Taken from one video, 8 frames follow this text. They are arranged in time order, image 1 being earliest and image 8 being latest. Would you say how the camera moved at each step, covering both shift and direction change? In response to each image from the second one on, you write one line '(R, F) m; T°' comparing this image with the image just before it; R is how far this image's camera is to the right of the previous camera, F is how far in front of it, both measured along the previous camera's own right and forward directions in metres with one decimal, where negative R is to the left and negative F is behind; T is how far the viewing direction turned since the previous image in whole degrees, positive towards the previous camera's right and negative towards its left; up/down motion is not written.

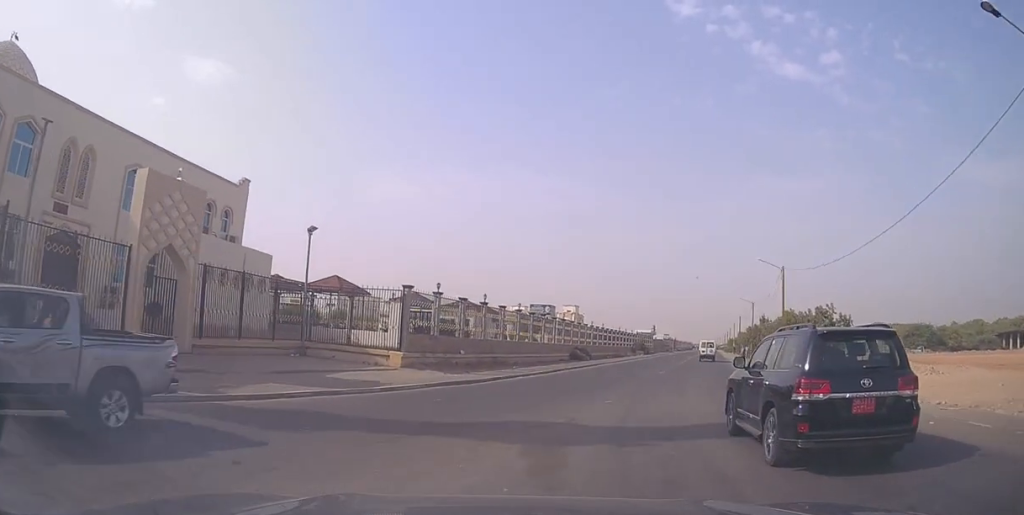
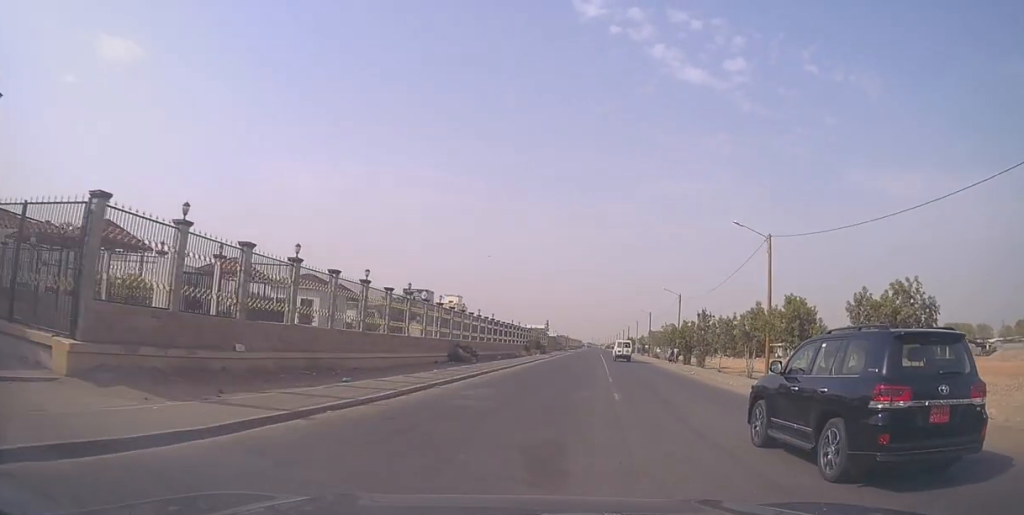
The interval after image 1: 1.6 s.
(+0.8, +14.3) m; +6°
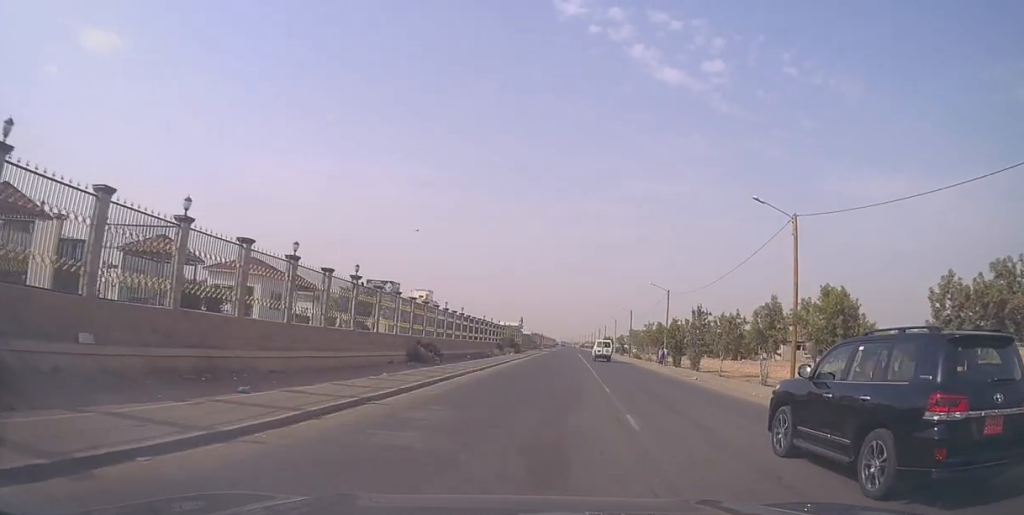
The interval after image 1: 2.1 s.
(+0.1, +6.0) m; +2°
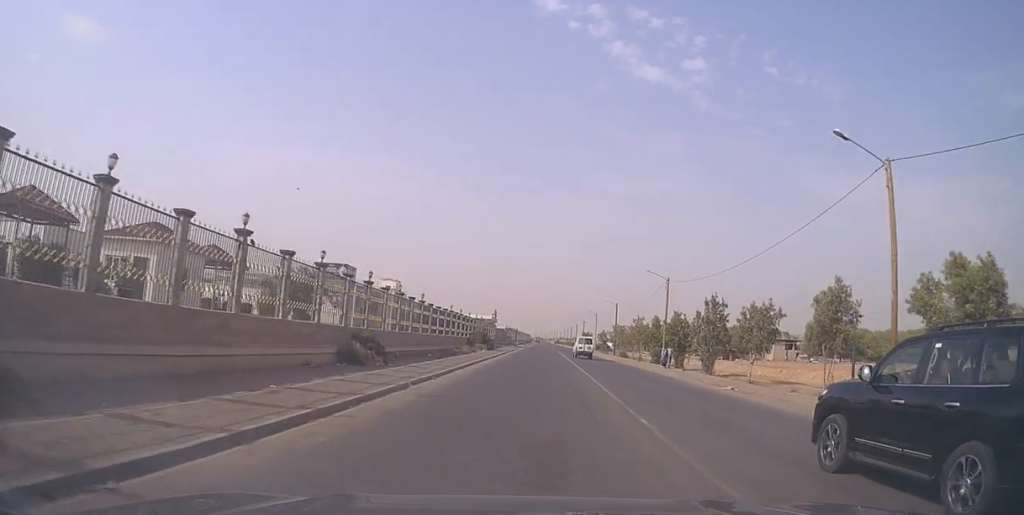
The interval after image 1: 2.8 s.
(+0.4, +9.3) m; +3°
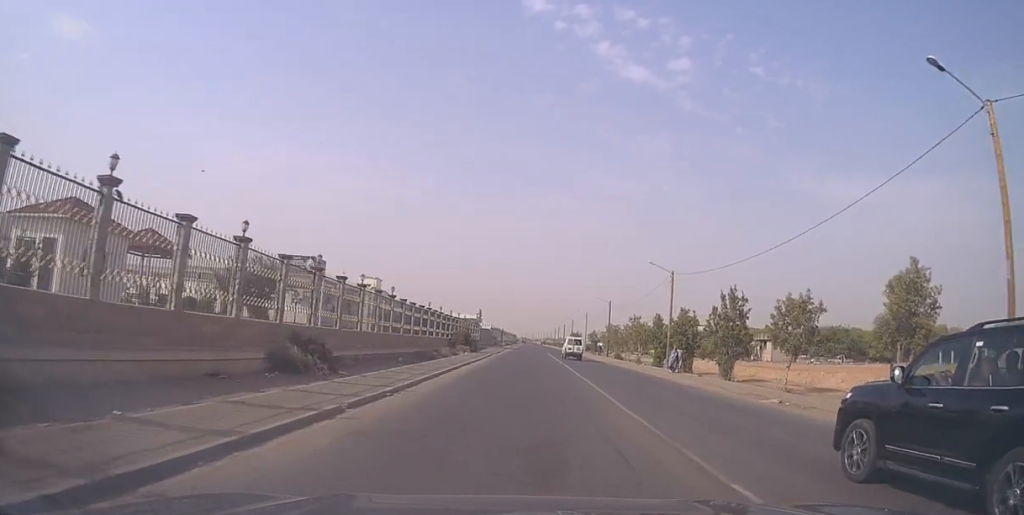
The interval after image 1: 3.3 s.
(+0.1, +6.2) m; +1°
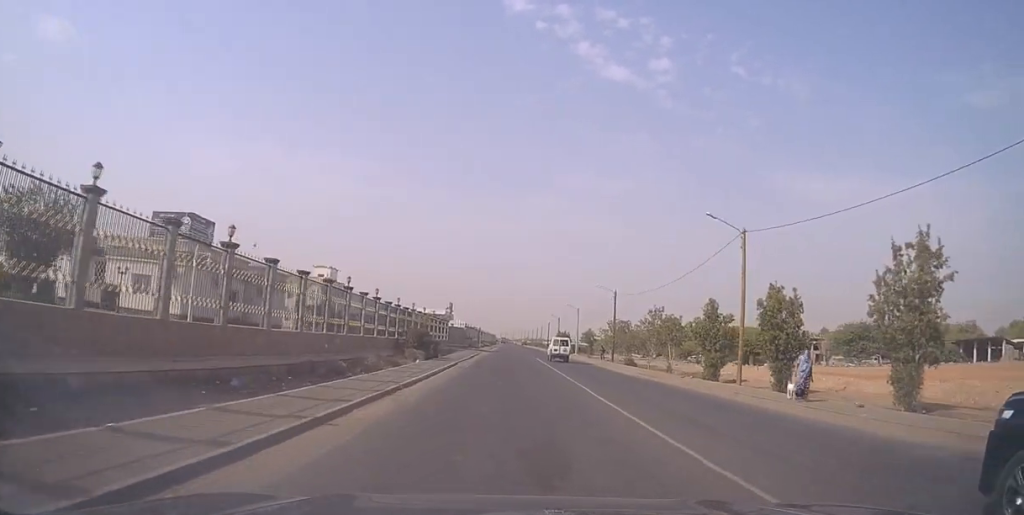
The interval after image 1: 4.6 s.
(+0.2, +18.7) m; +3°
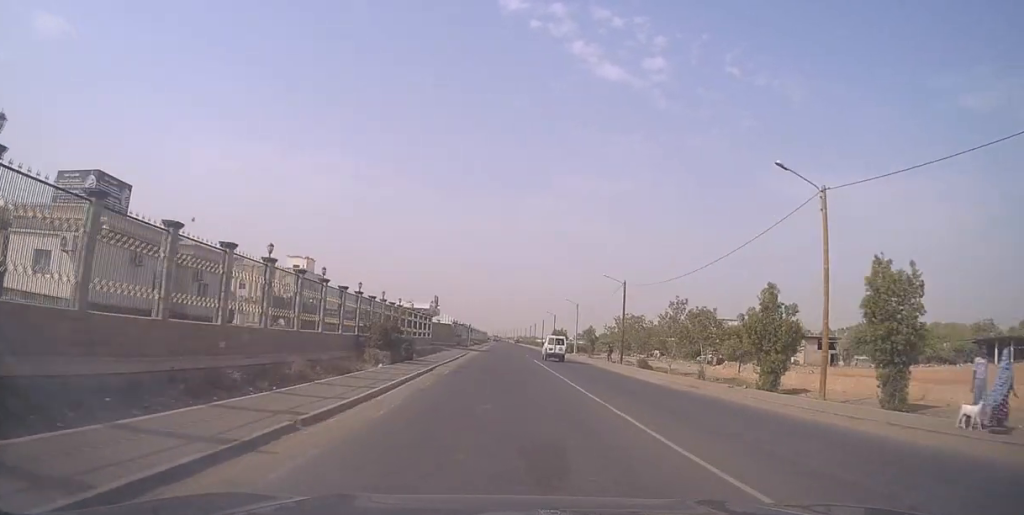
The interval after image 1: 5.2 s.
(+0.2, +8.3) m; +2°
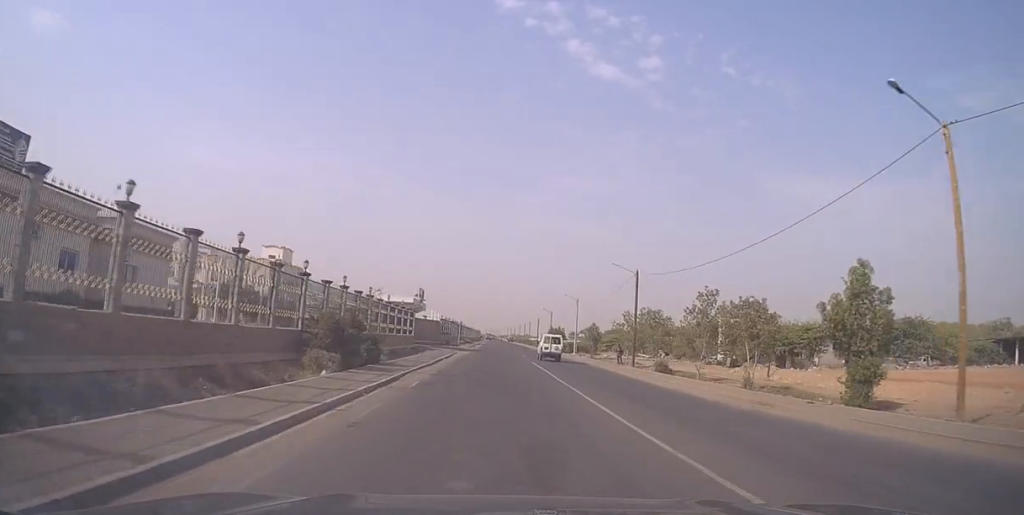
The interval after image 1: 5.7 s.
(+0.2, +6.9) m; +1°
